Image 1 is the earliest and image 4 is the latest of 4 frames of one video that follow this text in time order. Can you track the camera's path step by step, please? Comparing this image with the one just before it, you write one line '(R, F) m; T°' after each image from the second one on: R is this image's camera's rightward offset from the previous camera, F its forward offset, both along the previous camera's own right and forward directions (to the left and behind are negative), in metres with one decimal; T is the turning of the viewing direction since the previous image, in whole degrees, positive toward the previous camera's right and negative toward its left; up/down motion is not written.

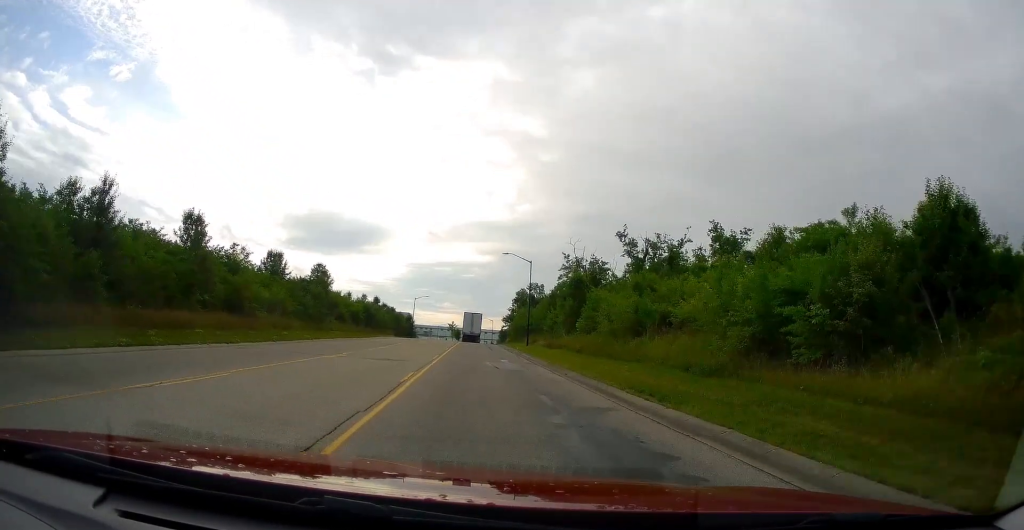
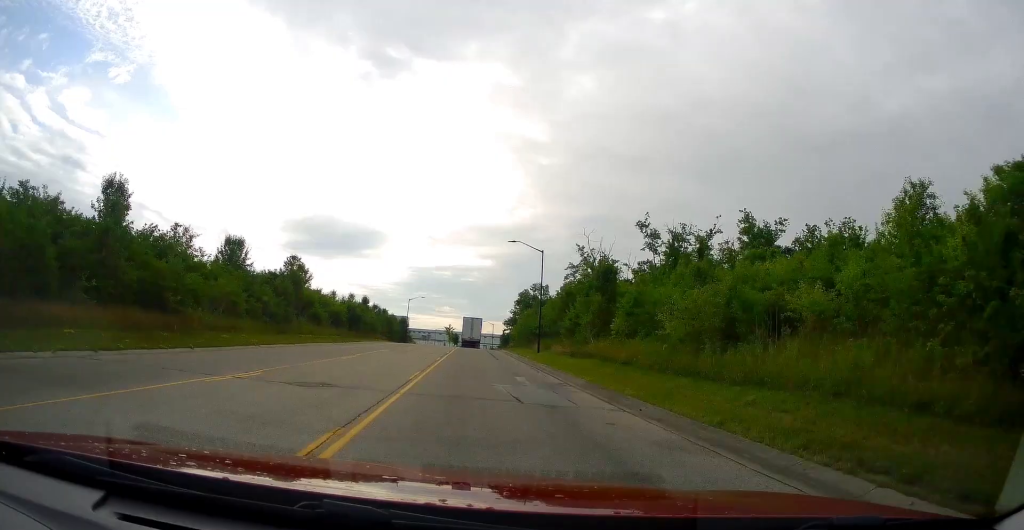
(0.0, +10.1) m; 0°
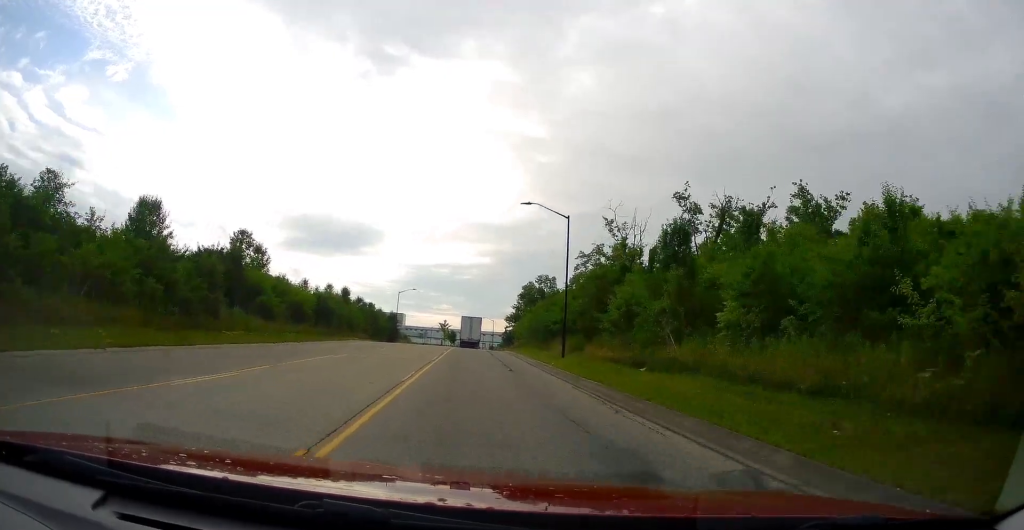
(0.0, +13.8) m; 0°
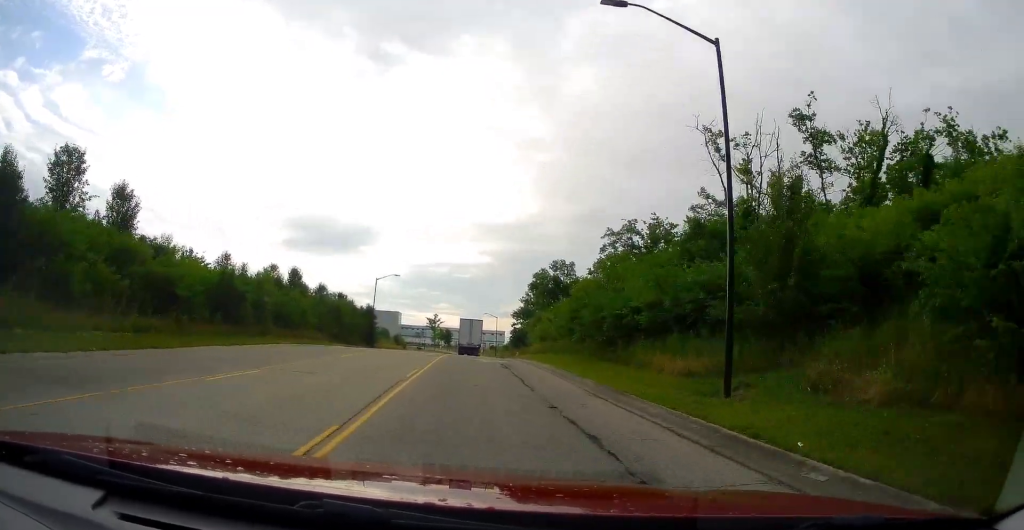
(+0.1, +22.8) m; 0°
